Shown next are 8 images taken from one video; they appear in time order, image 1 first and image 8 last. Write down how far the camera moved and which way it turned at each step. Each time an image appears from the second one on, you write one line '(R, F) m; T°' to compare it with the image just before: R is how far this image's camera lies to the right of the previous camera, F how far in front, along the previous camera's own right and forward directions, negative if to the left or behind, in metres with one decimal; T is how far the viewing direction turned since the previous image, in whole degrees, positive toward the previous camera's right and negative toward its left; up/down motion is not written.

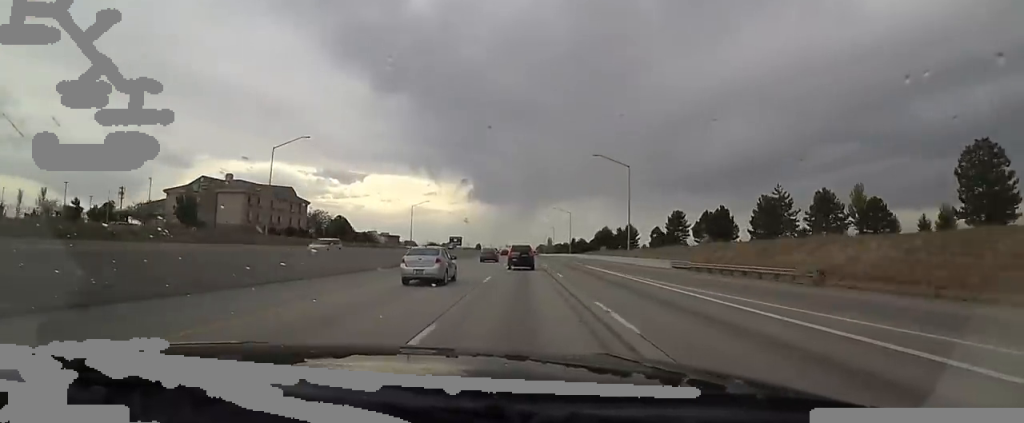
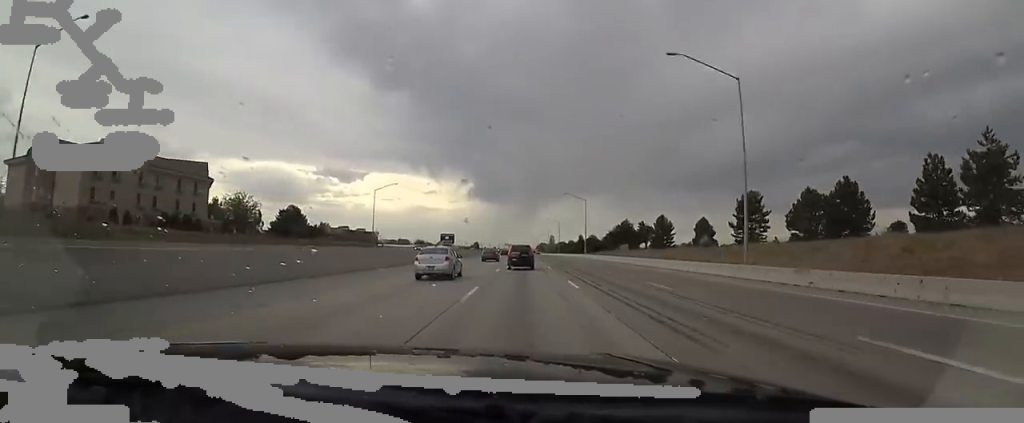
(-1.3, +37.3) m; -3°
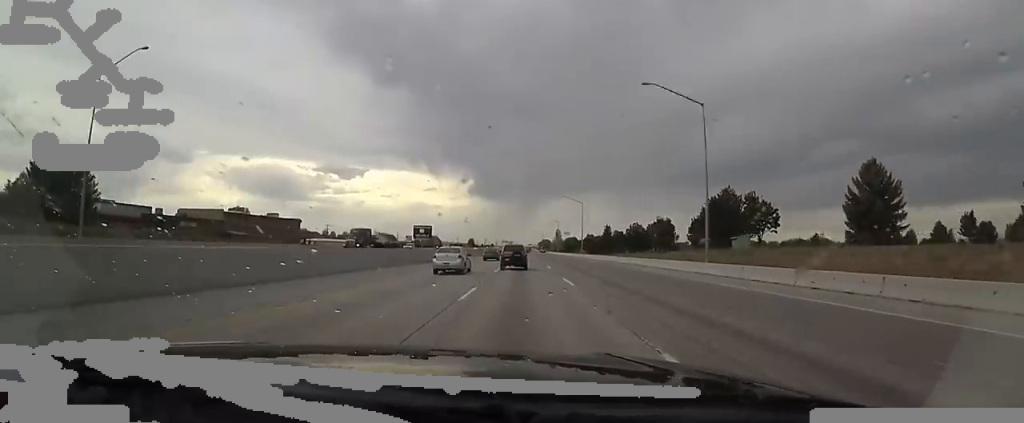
(-0.2, +76.9) m; 0°
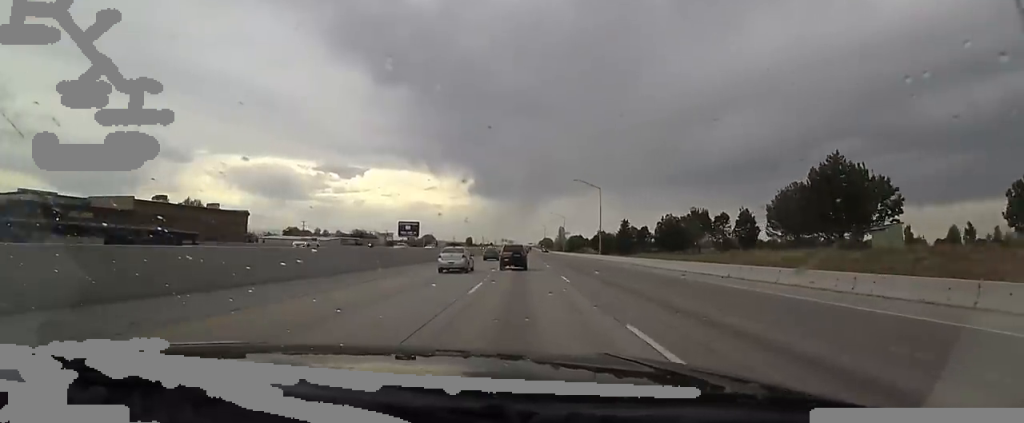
(0.0, +28.3) m; +1°
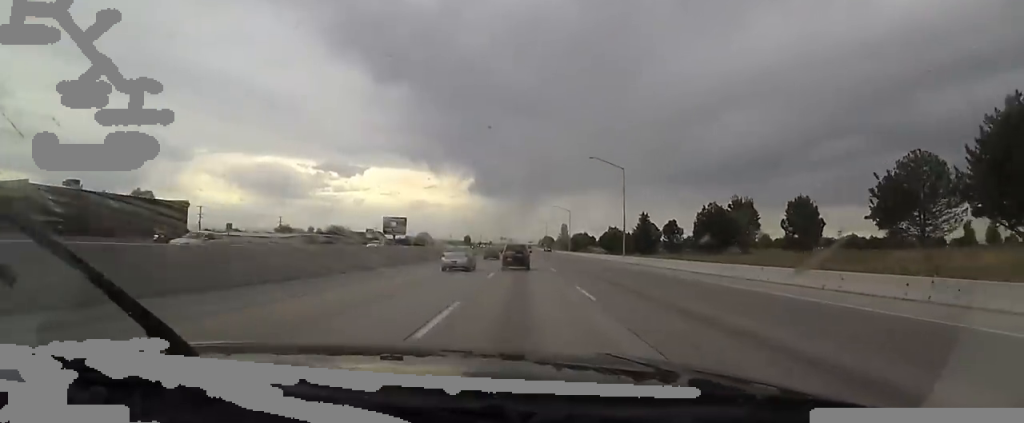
(+0.1, +22.3) m; +2°
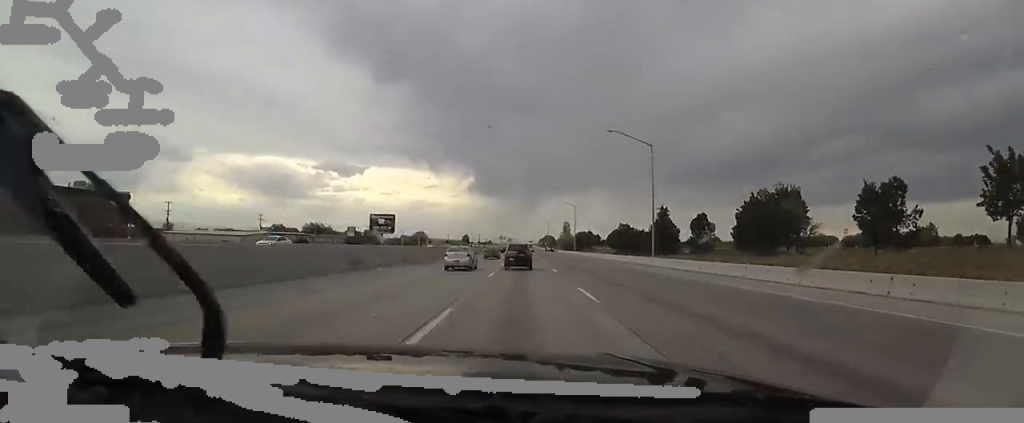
(+0.8, +16.3) m; 0°
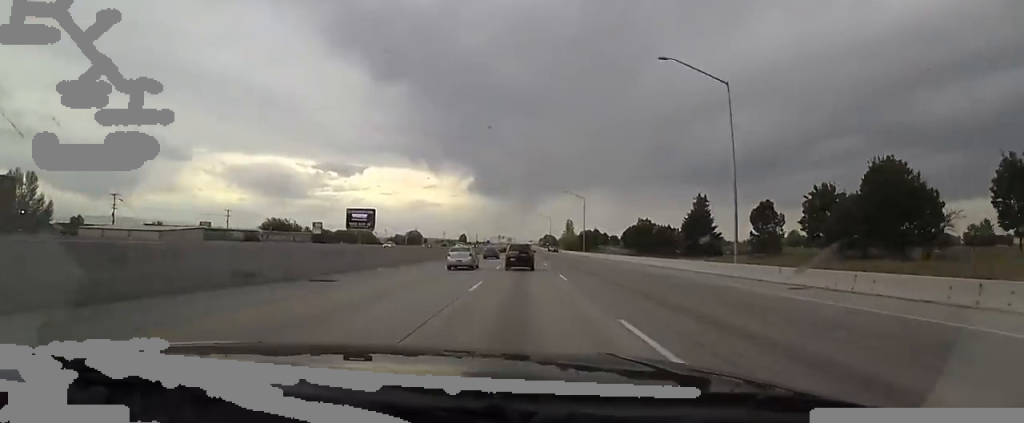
(-0.3, +22.5) m; -1°
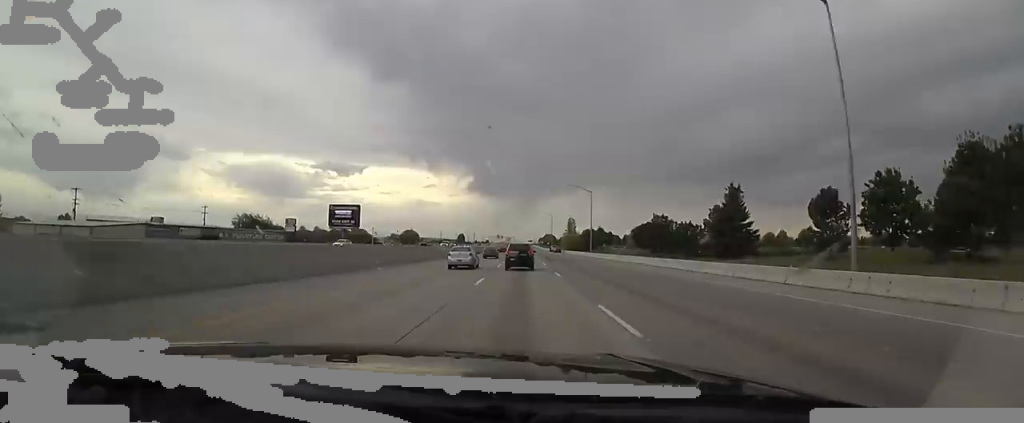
(-0.3, +13.4) m; -1°
